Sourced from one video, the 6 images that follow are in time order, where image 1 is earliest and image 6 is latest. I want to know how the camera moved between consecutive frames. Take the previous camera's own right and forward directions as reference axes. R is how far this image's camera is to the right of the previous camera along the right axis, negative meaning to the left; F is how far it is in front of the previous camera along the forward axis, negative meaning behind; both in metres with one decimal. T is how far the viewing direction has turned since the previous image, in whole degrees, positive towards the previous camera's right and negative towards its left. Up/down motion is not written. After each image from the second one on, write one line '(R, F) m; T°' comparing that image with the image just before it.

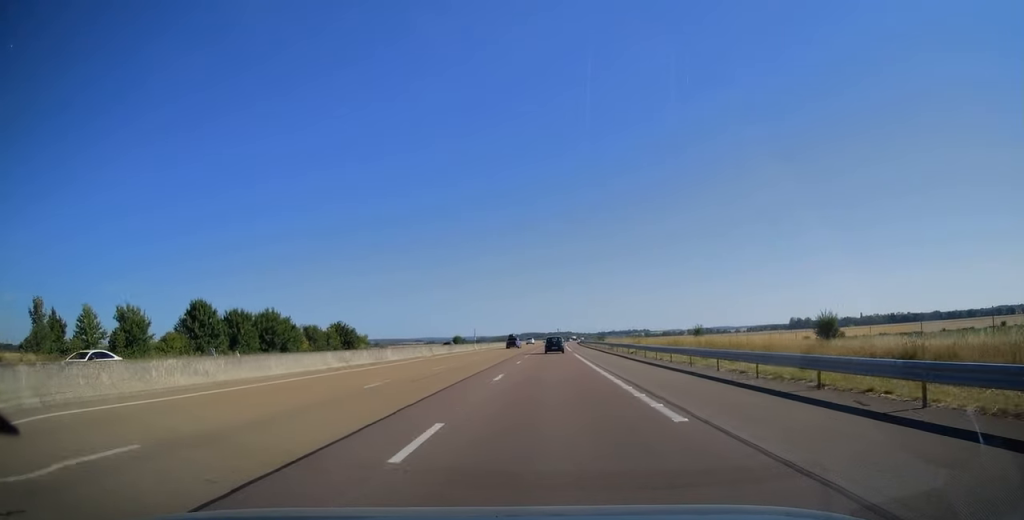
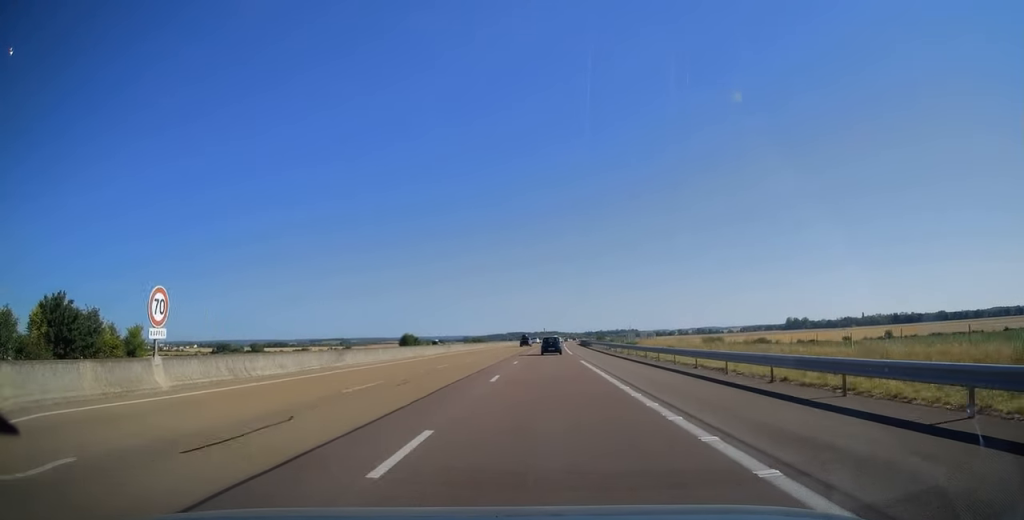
(+0.8, +65.5) m; +1°
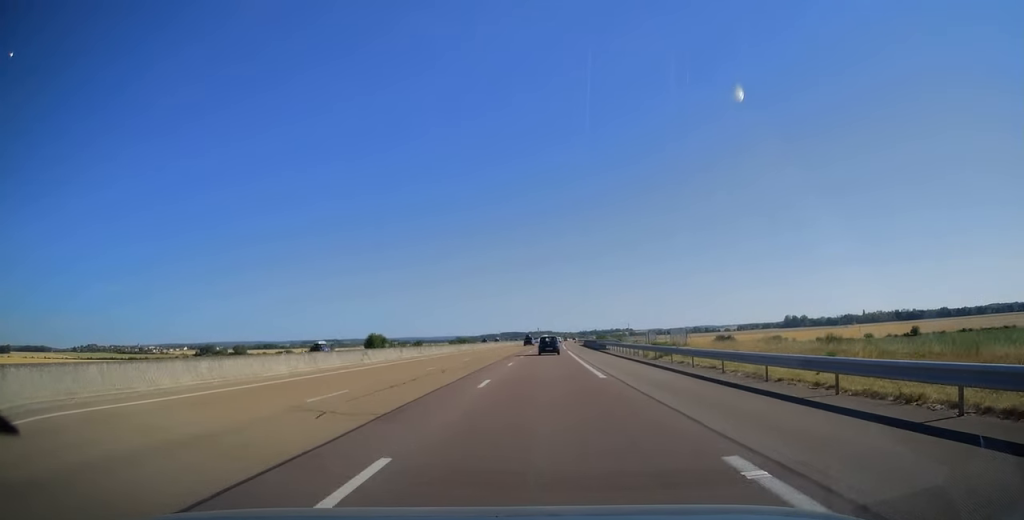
(+0.2, +27.9) m; +1°
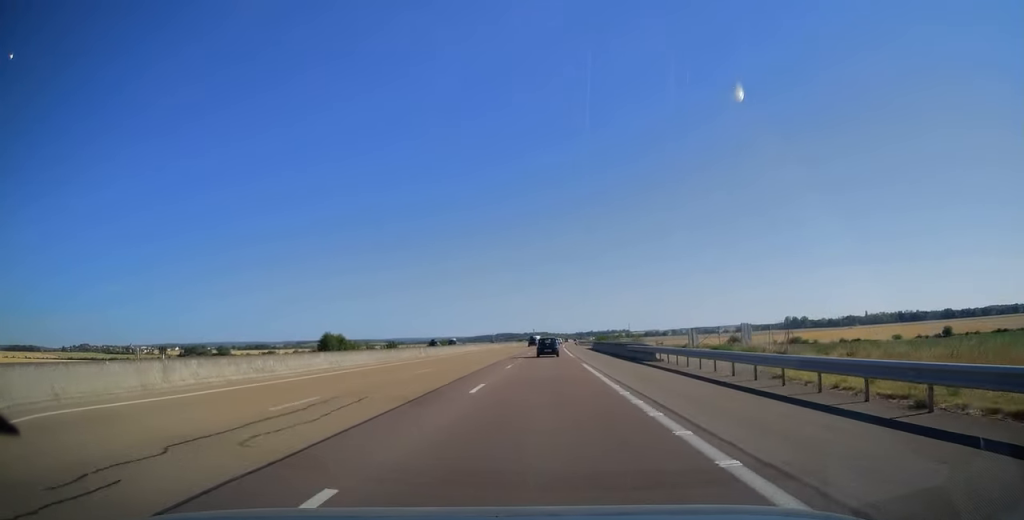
(+0.1, +27.4) m; 0°
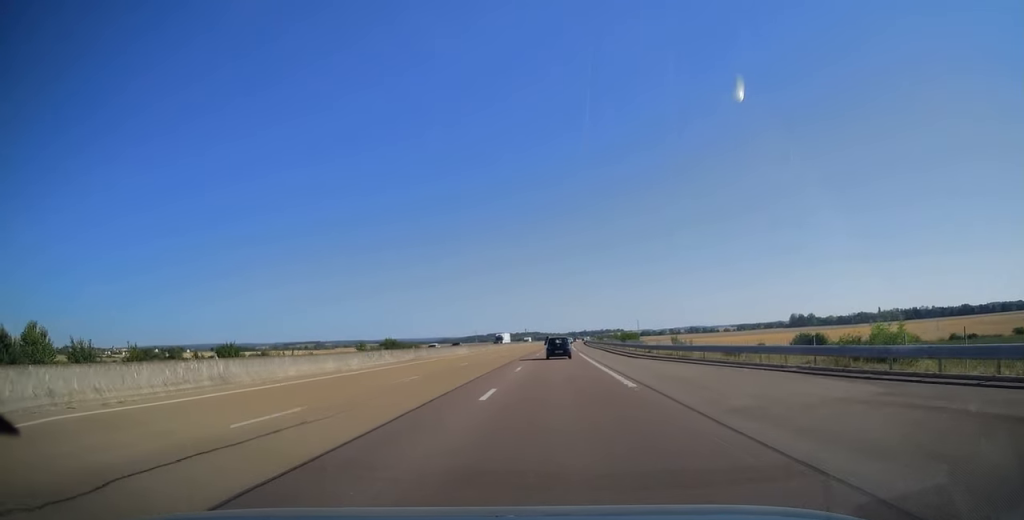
(+0.7, +79.3) m; +1°
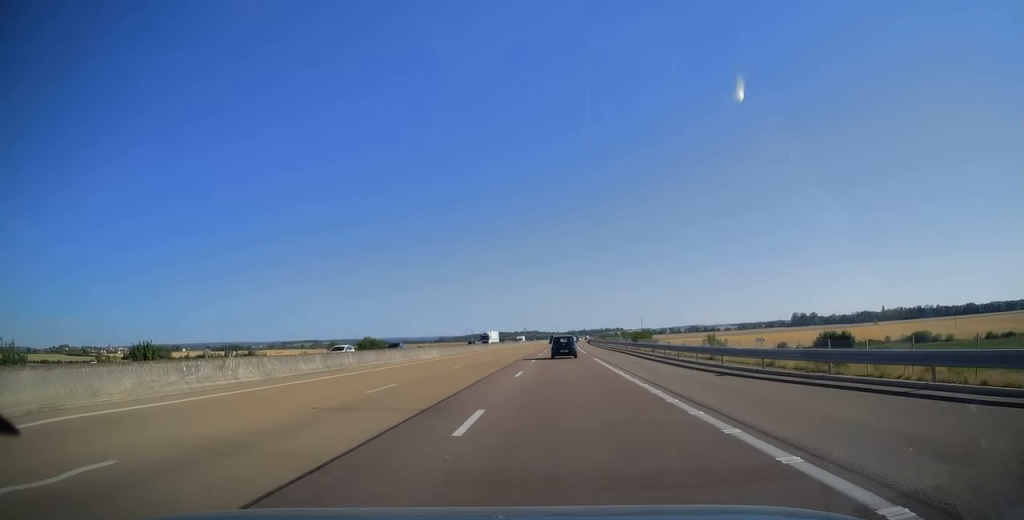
(0.0, +17.9) m; 0°
